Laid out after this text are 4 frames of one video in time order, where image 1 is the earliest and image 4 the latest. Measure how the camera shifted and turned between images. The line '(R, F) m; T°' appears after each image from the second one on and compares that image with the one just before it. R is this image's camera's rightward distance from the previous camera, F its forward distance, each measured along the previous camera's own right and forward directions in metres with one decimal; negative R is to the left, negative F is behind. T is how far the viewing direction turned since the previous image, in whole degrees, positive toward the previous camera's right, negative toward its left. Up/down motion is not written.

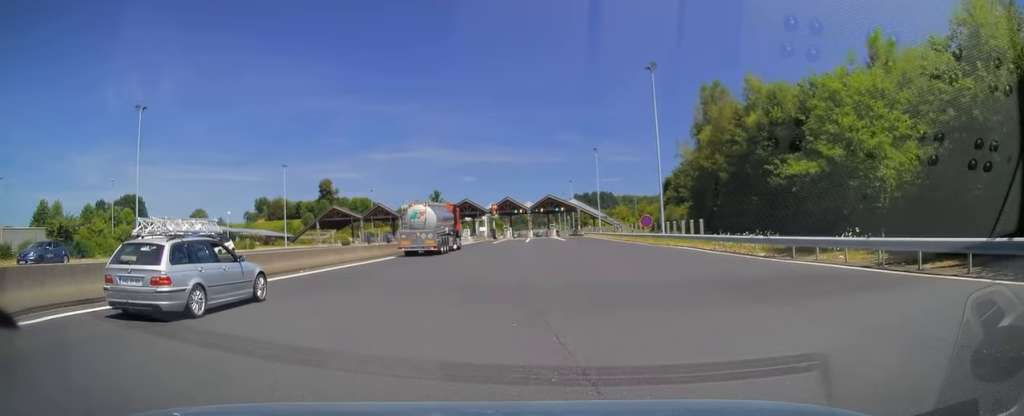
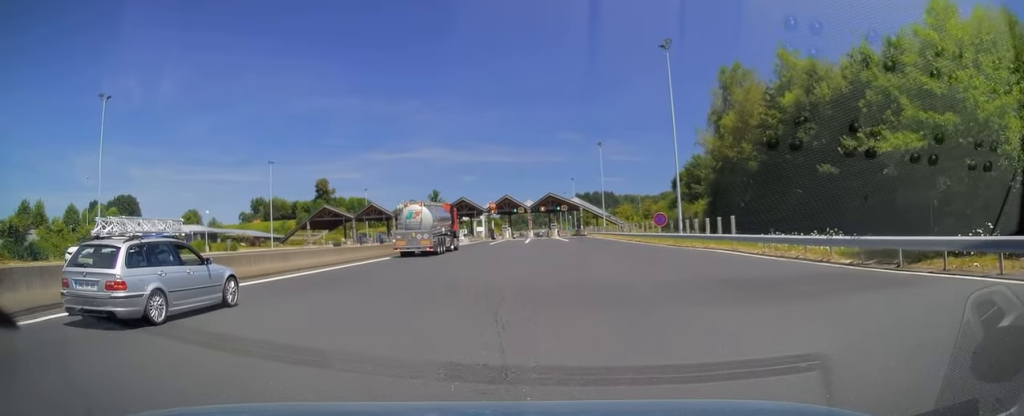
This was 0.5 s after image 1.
(0.0, +7.2) m; 0°
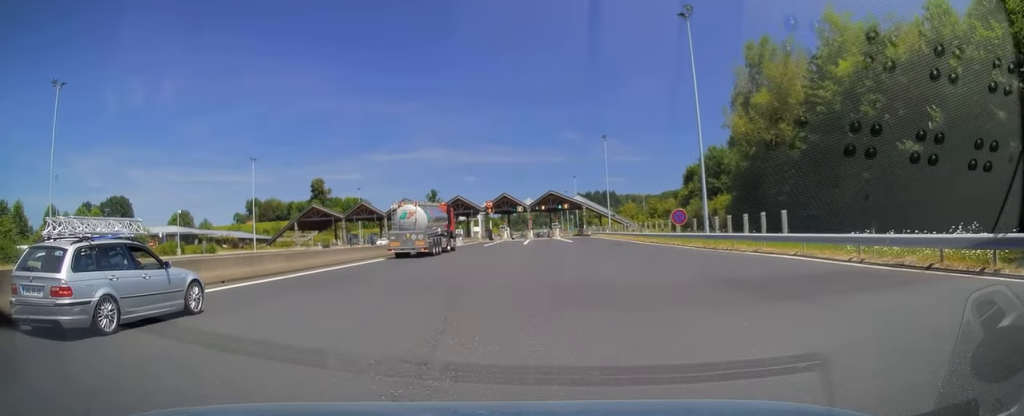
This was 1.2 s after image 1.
(0.0, +8.0) m; 0°
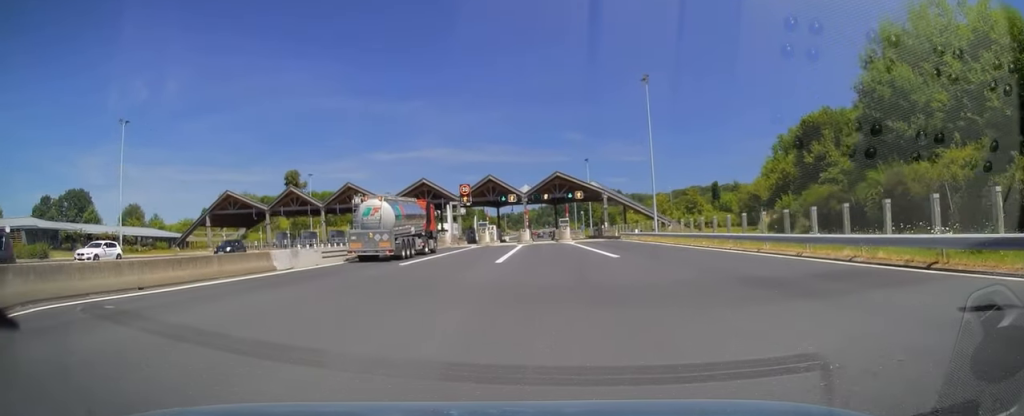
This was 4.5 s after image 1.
(0.0, +41.5) m; 0°
